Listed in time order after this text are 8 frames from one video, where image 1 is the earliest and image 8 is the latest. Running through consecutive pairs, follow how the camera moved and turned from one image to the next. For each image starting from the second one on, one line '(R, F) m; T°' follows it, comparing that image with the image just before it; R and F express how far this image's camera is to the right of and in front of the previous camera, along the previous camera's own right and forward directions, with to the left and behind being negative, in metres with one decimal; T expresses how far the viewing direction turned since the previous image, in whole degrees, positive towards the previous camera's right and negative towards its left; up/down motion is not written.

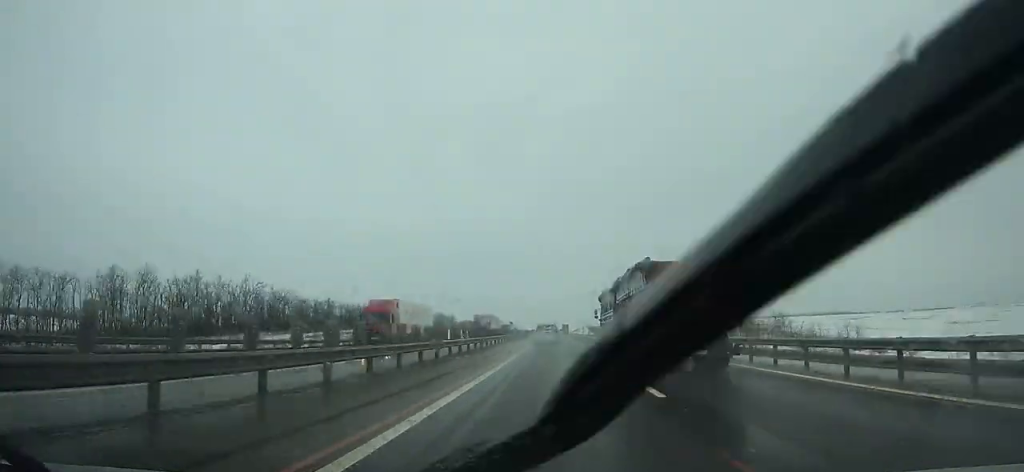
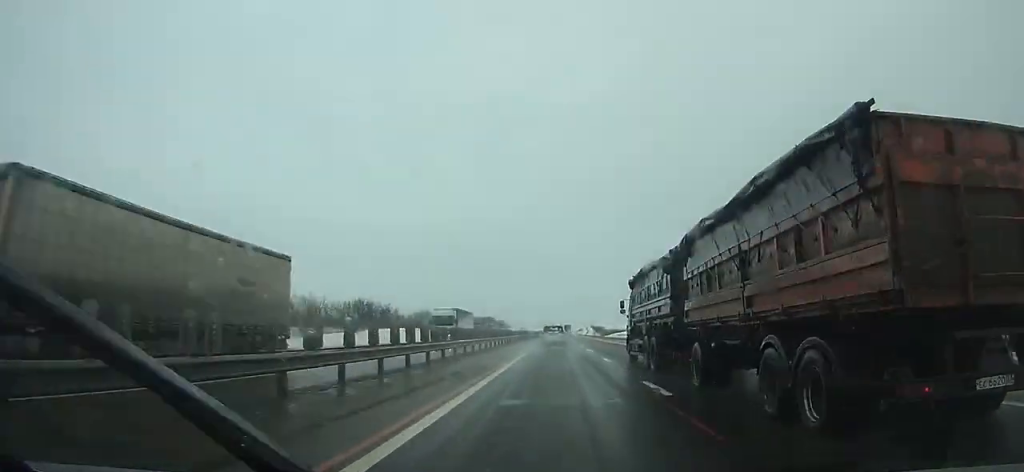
(0.0, +48.6) m; 0°
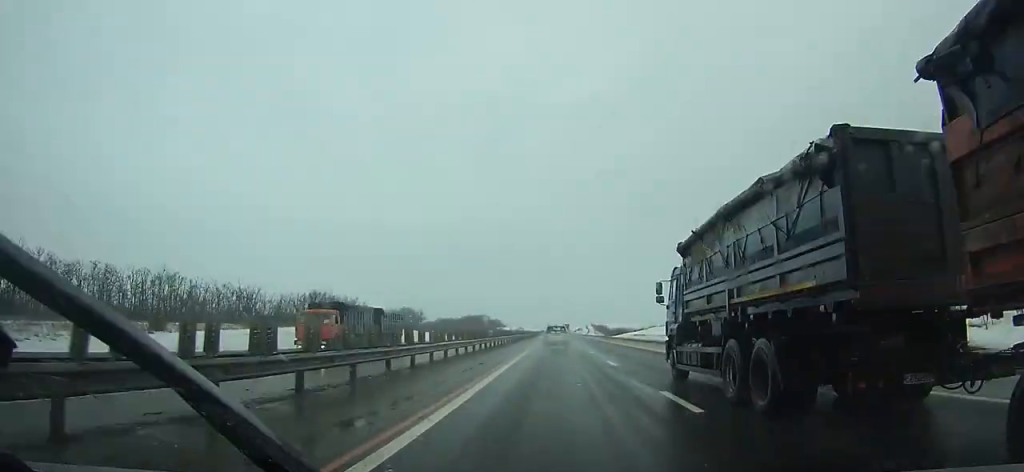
(0.0, +37.2) m; 0°
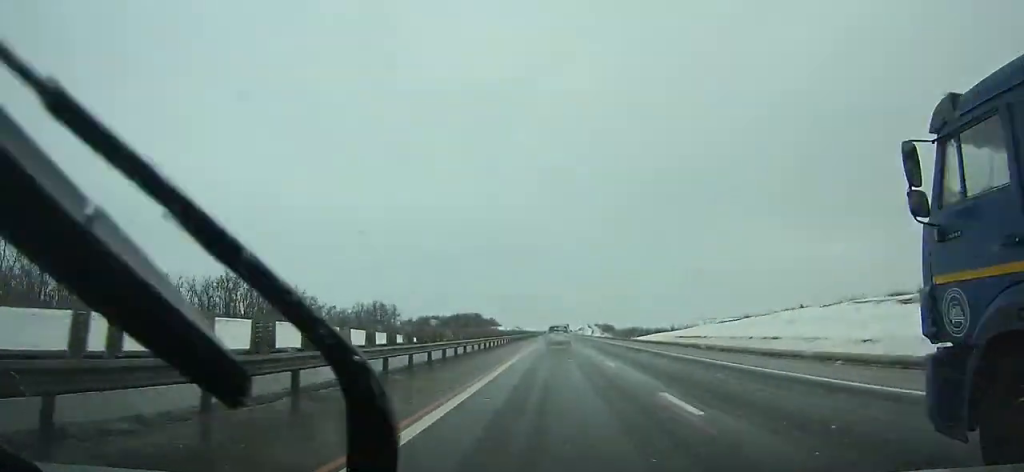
(+0.1, +49.0) m; 0°
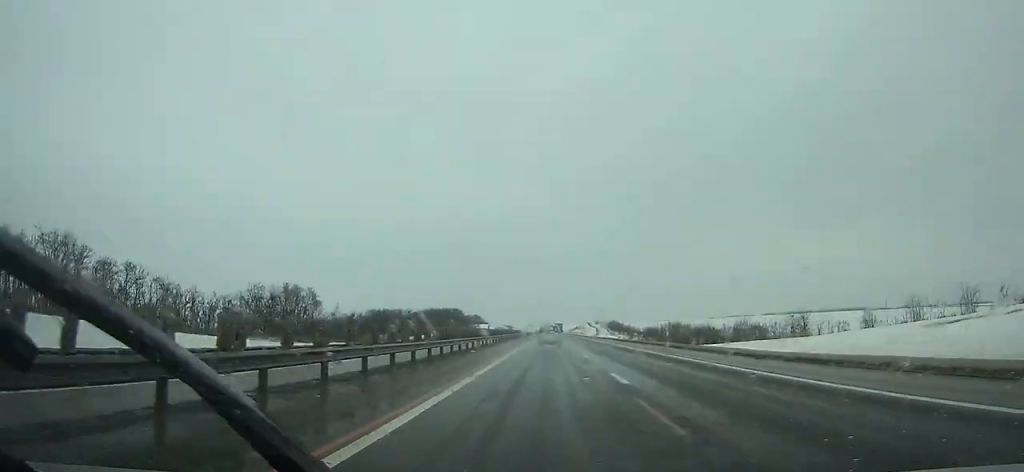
(+0.1, +78.5) m; 0°
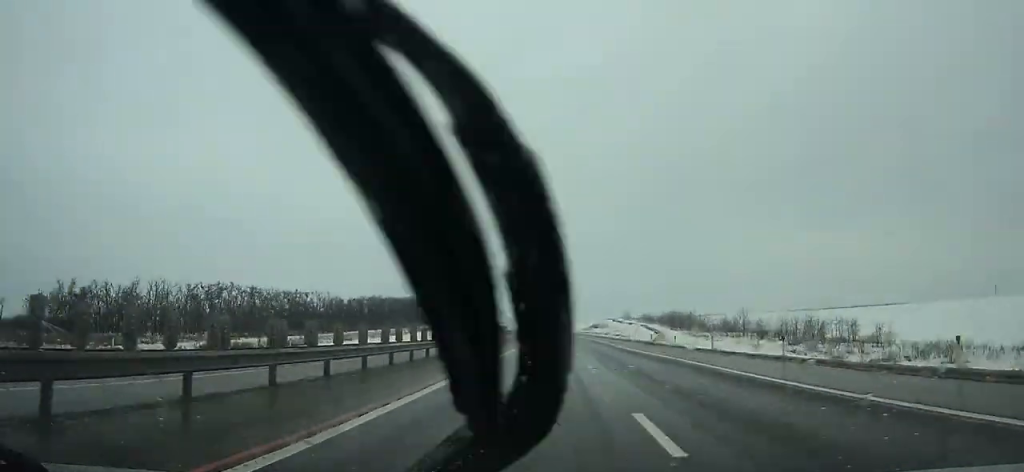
(-0.5, +127.2) m; -1°
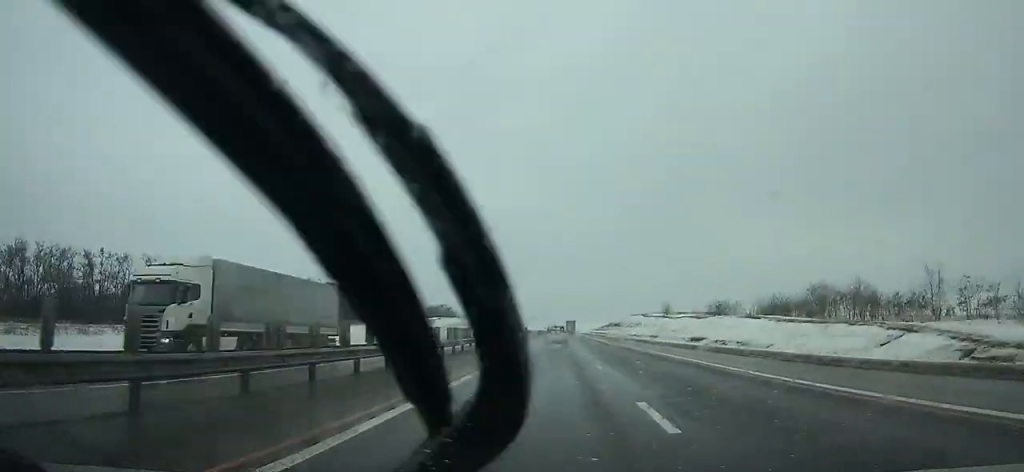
(-0.2, +84.3) m; 0°
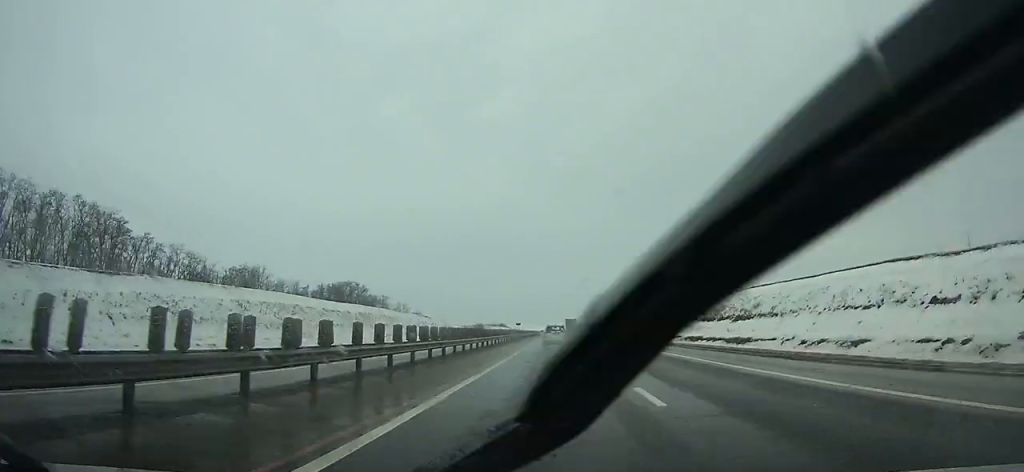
(+0.1, +152.4) m; 0°
